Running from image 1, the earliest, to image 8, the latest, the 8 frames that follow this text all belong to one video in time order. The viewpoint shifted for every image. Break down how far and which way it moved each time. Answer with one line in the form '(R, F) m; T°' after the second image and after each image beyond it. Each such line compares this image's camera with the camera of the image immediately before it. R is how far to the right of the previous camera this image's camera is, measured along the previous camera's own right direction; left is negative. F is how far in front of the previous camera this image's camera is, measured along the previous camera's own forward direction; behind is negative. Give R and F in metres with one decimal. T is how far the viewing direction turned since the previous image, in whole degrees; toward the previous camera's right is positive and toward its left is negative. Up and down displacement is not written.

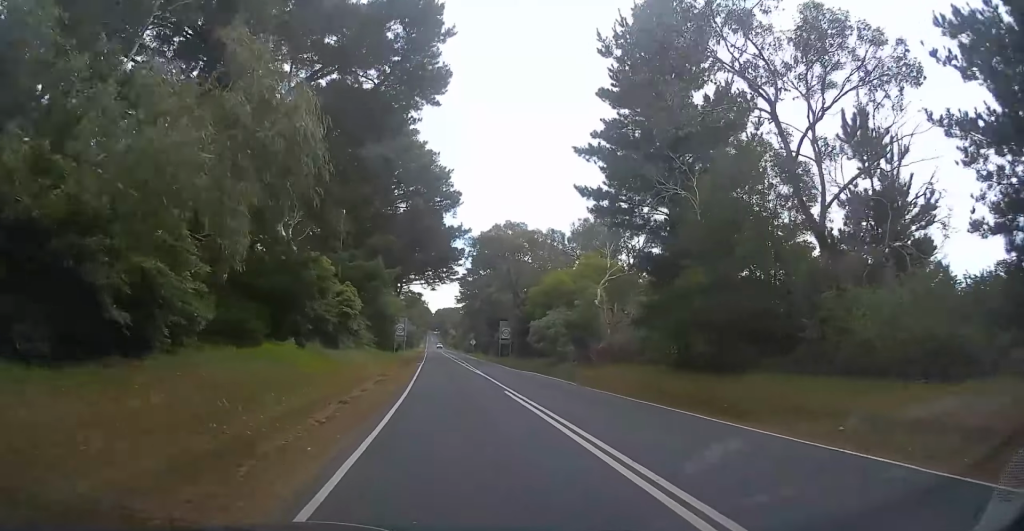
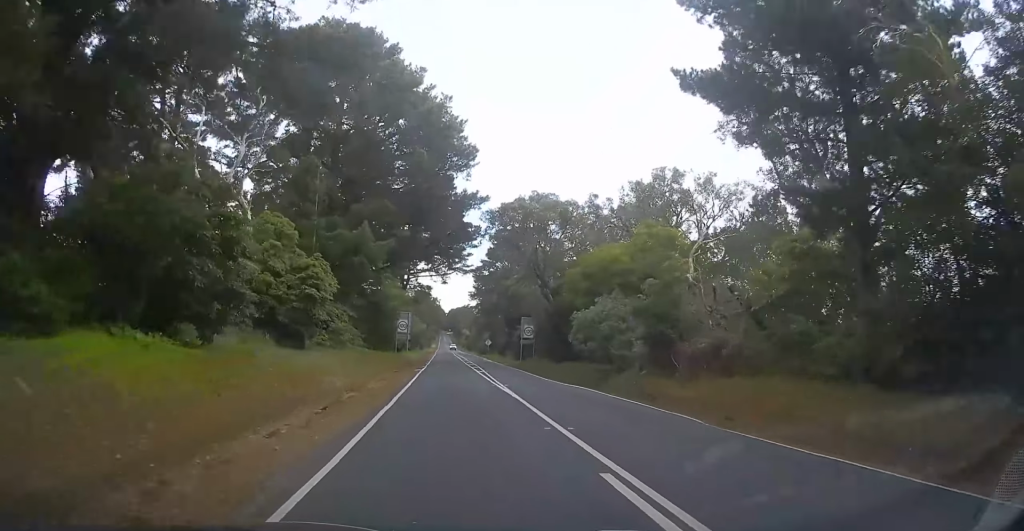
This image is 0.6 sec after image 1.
(0.0, +12.0) m; -1°
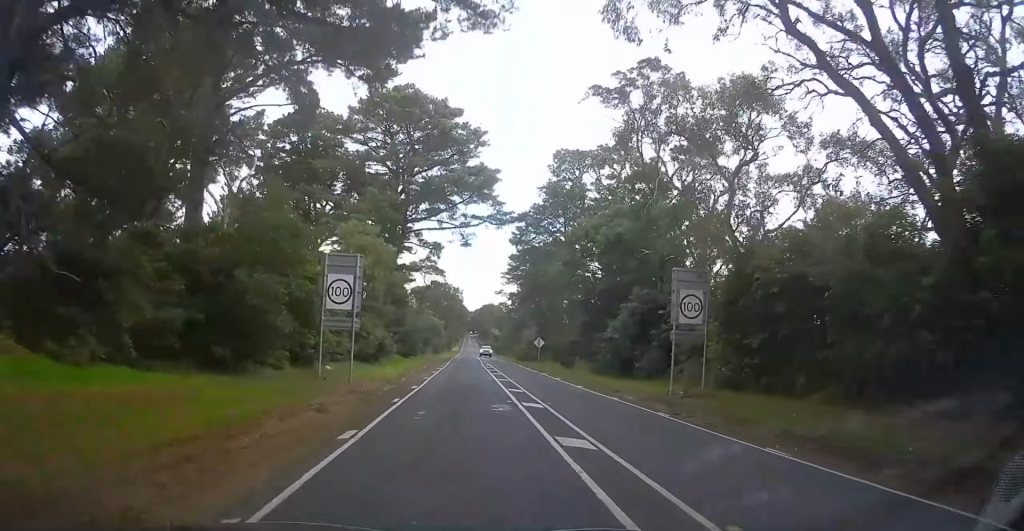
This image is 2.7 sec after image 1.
(+0.9, +41.0) m; +1°
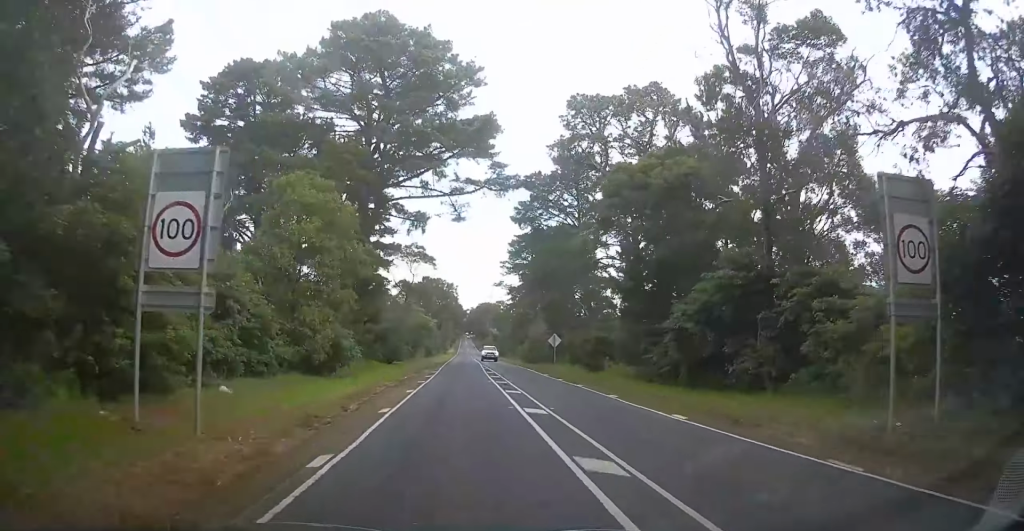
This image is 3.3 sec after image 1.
(-0.5, +12.9) m; -1°
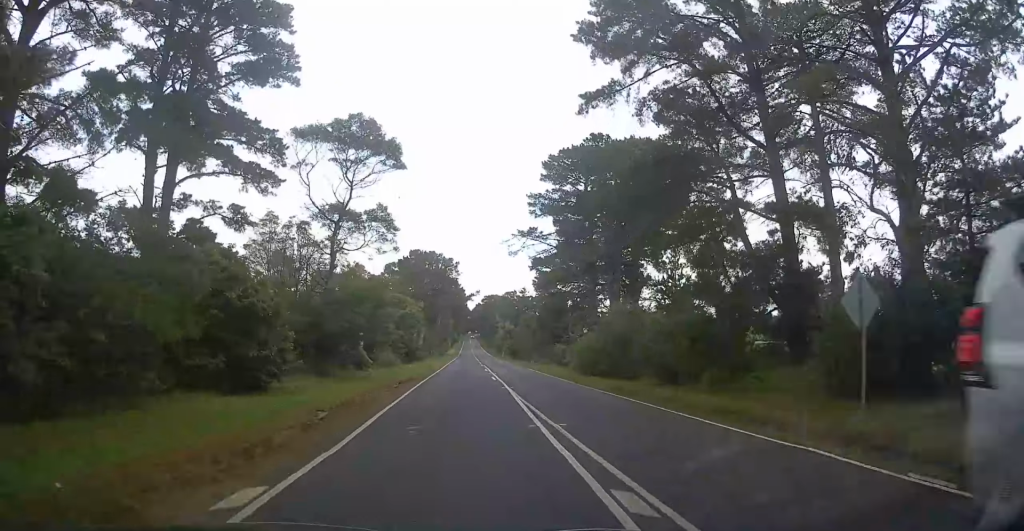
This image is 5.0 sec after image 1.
(-0.8, +38.1) m; -1°
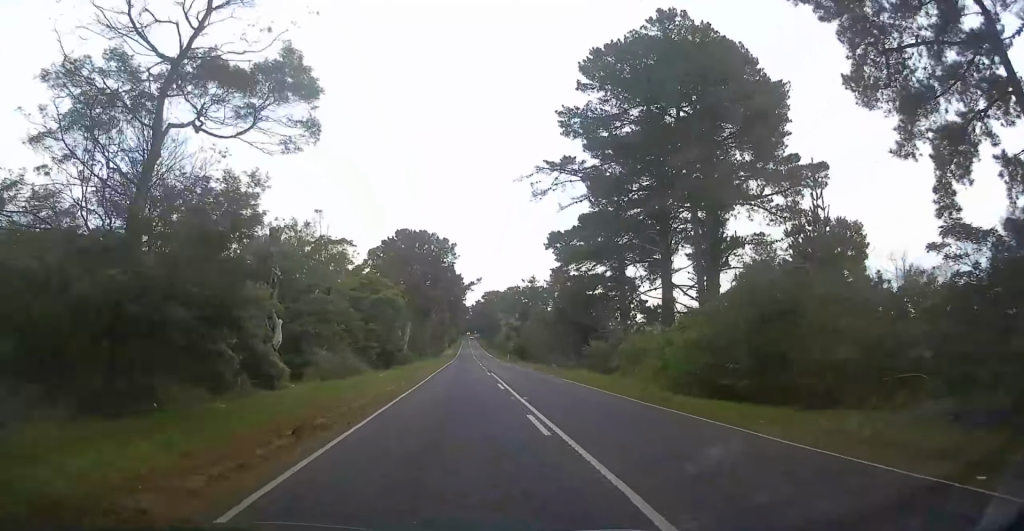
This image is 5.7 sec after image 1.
(-0.1, +18.1) m; +1°
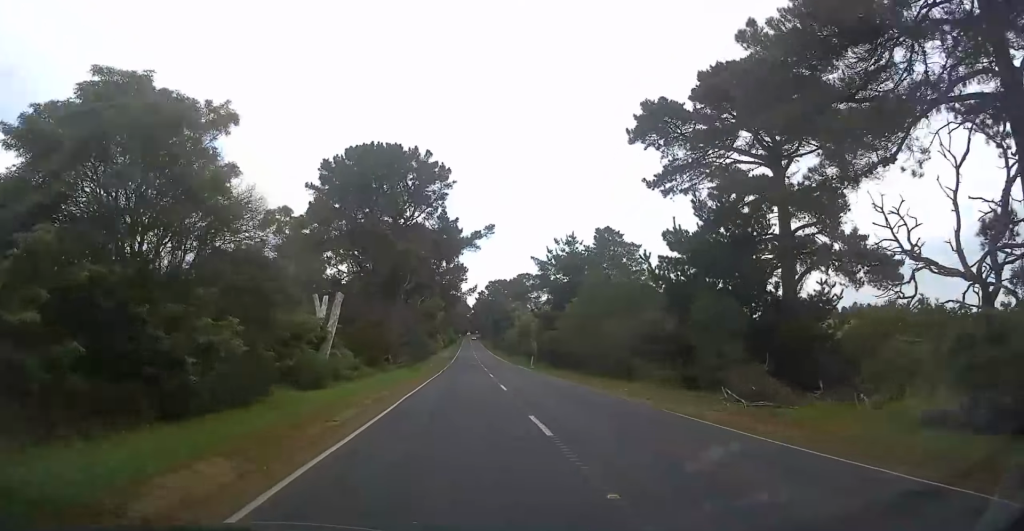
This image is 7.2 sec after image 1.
(+0.2, +34.6) m; 0°
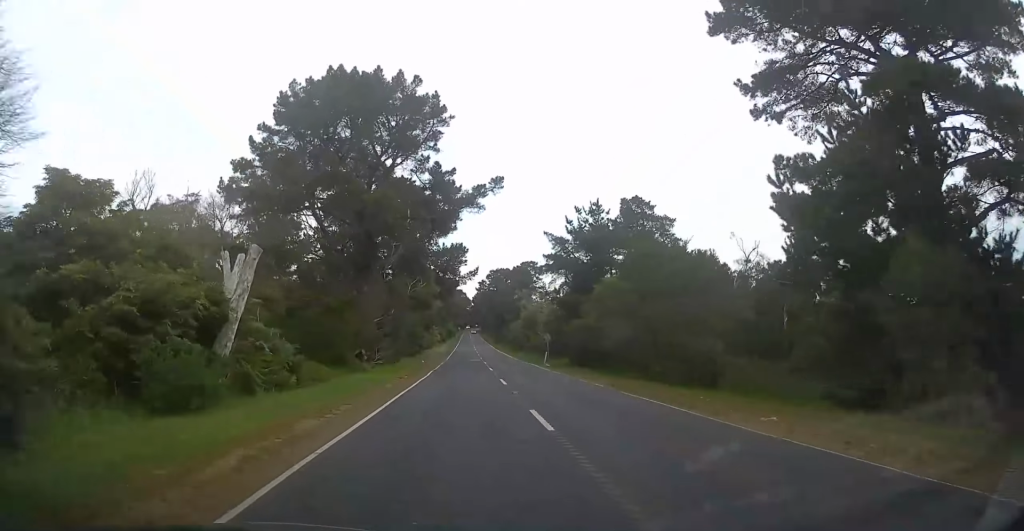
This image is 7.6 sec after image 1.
(-0.3, +11.7) m; 0°
